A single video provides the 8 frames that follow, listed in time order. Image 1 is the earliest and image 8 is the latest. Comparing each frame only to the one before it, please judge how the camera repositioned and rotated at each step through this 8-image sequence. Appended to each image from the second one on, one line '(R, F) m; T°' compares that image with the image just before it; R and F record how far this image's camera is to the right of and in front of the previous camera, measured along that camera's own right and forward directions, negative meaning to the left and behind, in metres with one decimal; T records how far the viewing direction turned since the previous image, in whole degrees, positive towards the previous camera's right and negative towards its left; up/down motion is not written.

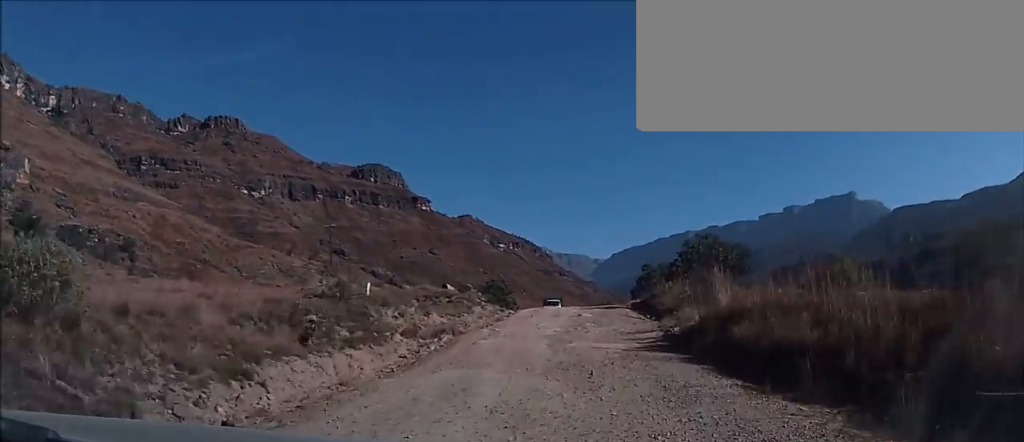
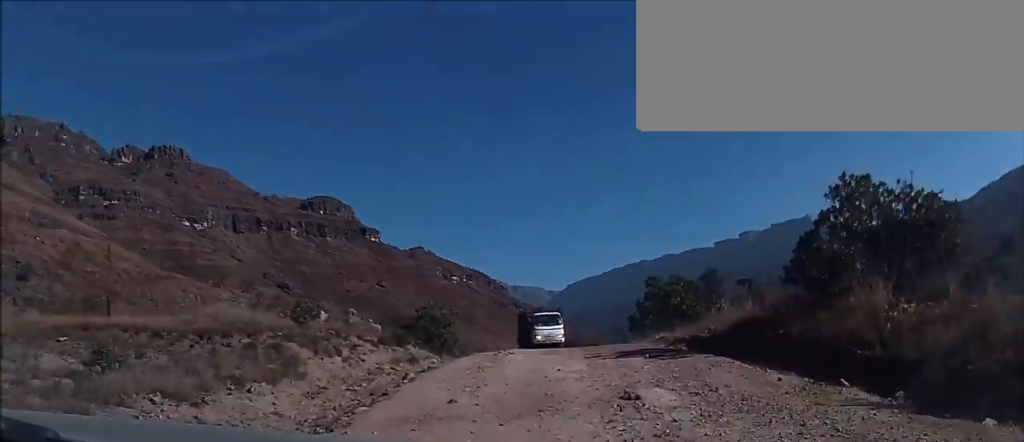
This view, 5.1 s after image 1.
(0.0, +23.0) m; +1°
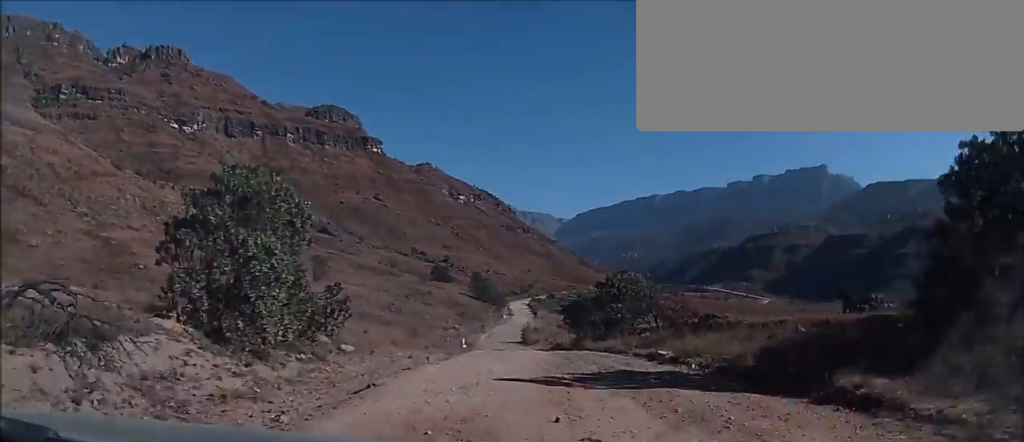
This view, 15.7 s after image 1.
(+0.8, +50.6) m; 0°
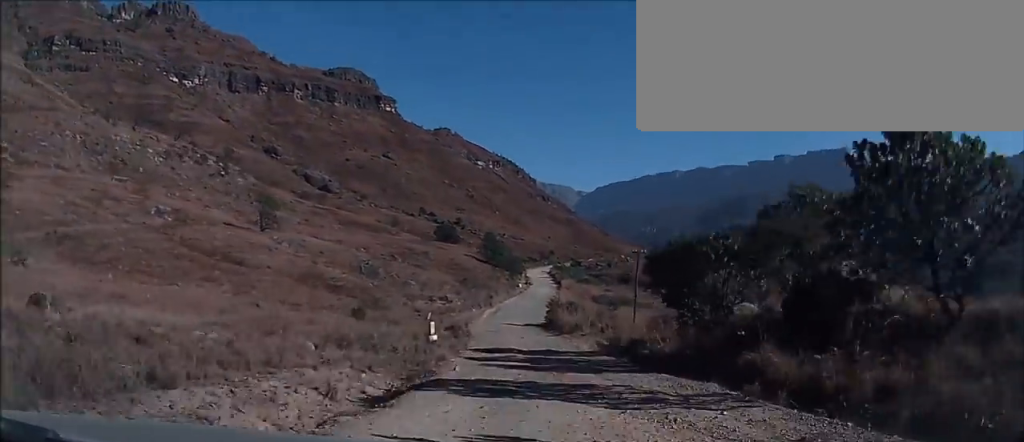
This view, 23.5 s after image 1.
(-0.5, +40.5) m; -1°
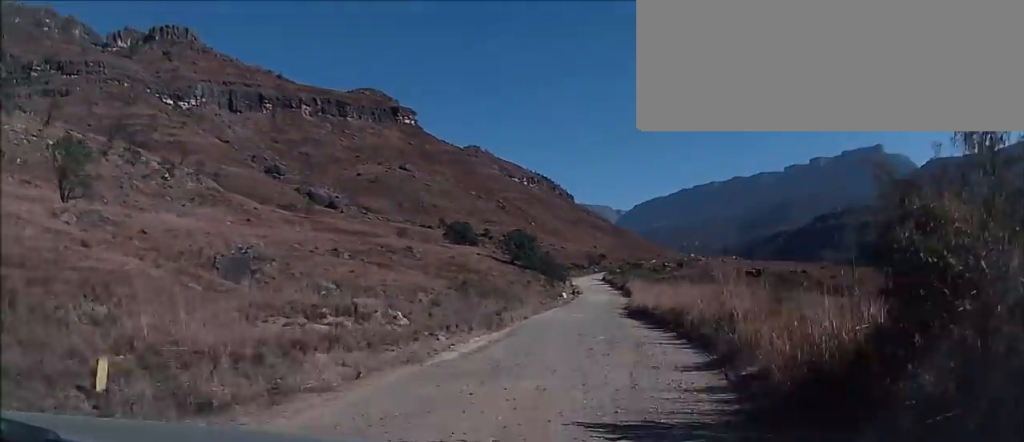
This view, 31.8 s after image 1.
(-0.5, +46.5) m; 0°
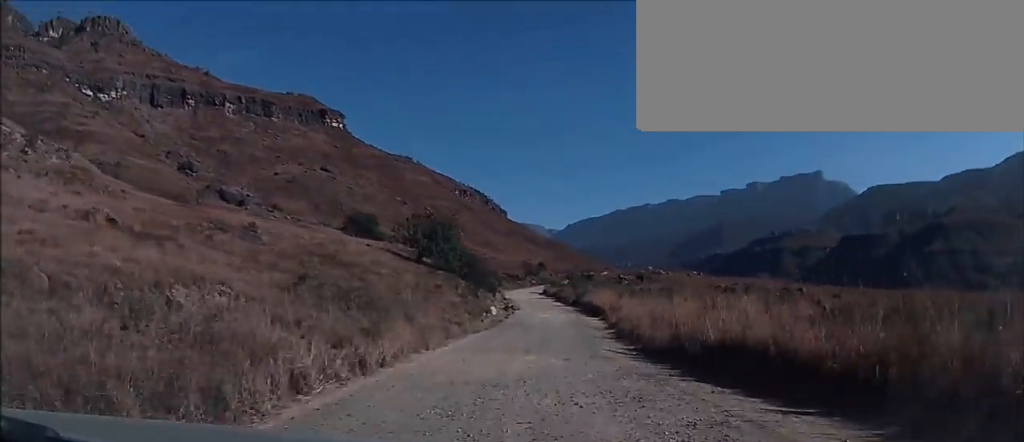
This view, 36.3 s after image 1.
(-0.4, +26.0) m; +1°
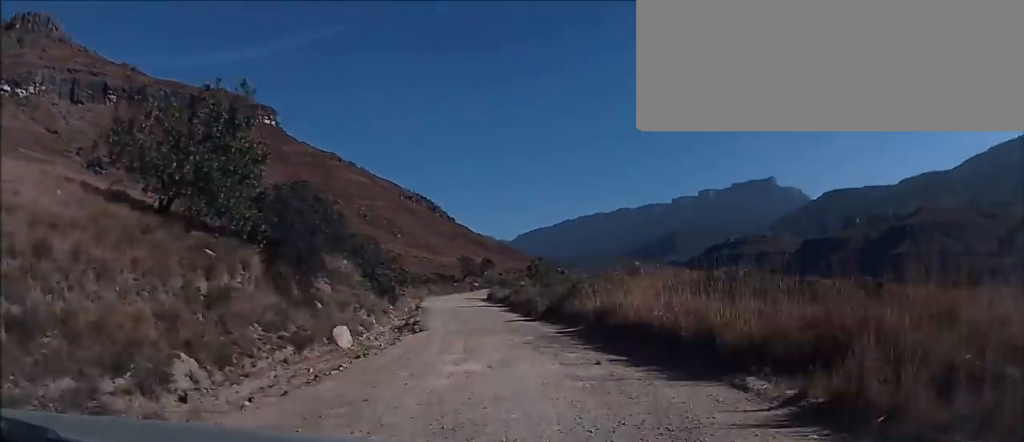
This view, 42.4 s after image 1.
(+1.4, +33.7) m; 0°
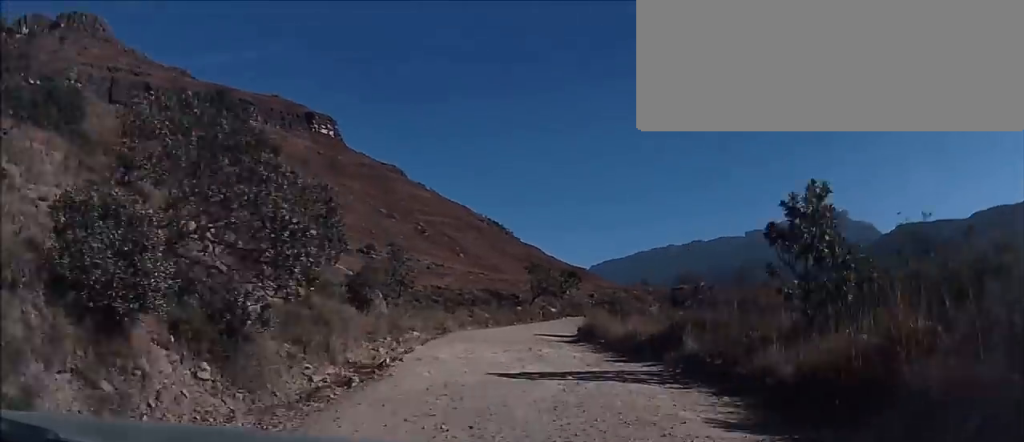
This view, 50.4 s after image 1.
(-1.3, +40.3) m; +3°
